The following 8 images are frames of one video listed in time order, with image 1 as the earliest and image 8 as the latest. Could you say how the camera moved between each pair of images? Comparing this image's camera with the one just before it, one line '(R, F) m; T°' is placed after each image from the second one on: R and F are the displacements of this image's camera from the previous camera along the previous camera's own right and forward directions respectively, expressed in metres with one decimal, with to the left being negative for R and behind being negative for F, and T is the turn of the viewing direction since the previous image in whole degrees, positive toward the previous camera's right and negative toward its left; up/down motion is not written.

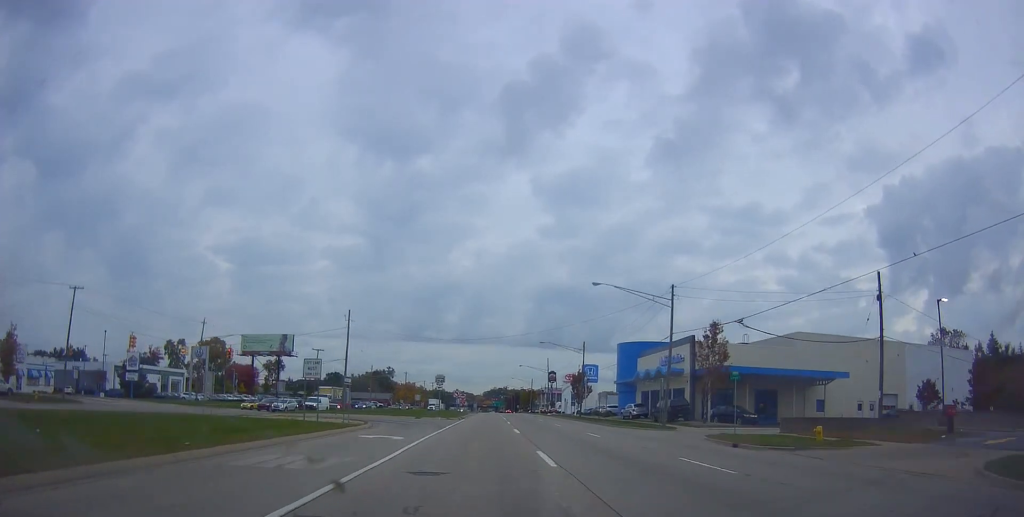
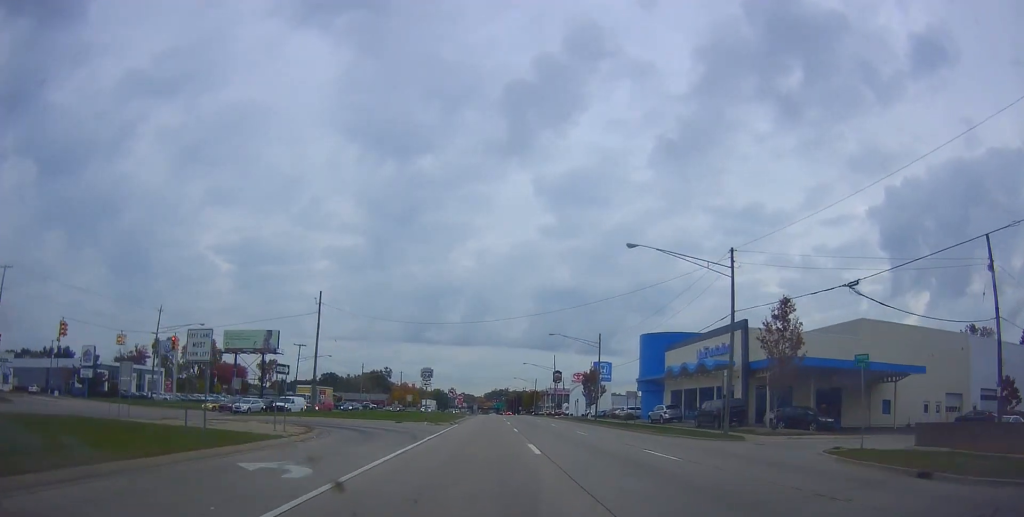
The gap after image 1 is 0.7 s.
(0.0, +11.7) m; 0°
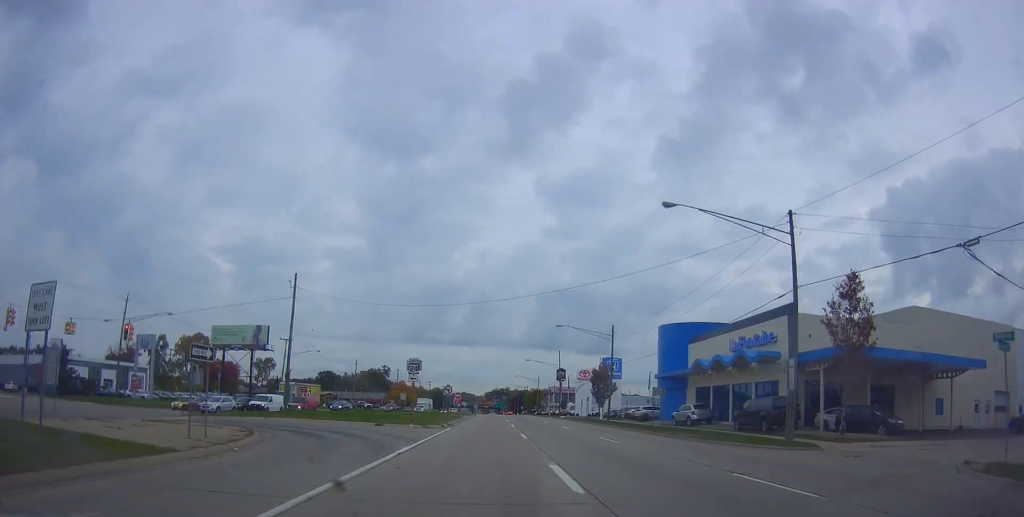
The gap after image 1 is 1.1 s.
(0.0, +7.5) m; 0°
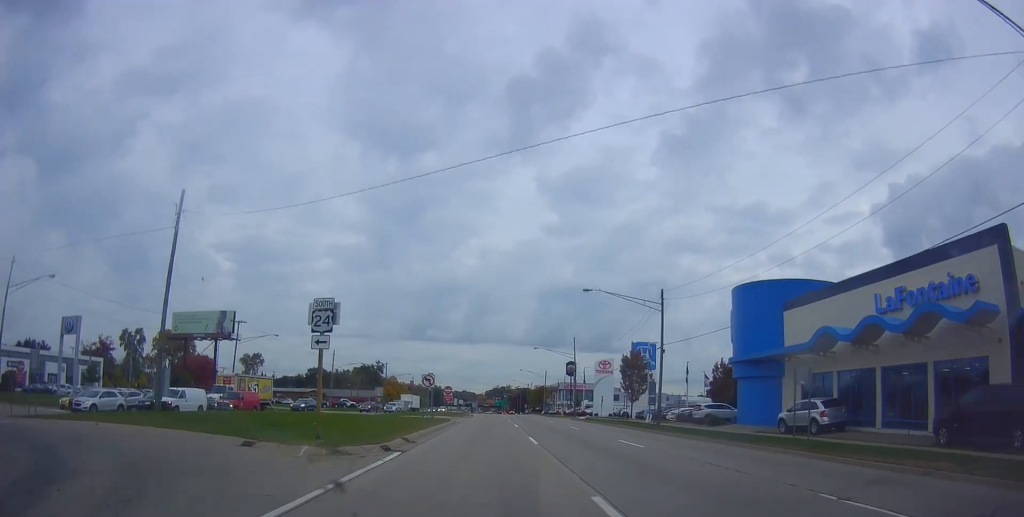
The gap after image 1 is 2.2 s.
(0.0, +19.6) m; -2°
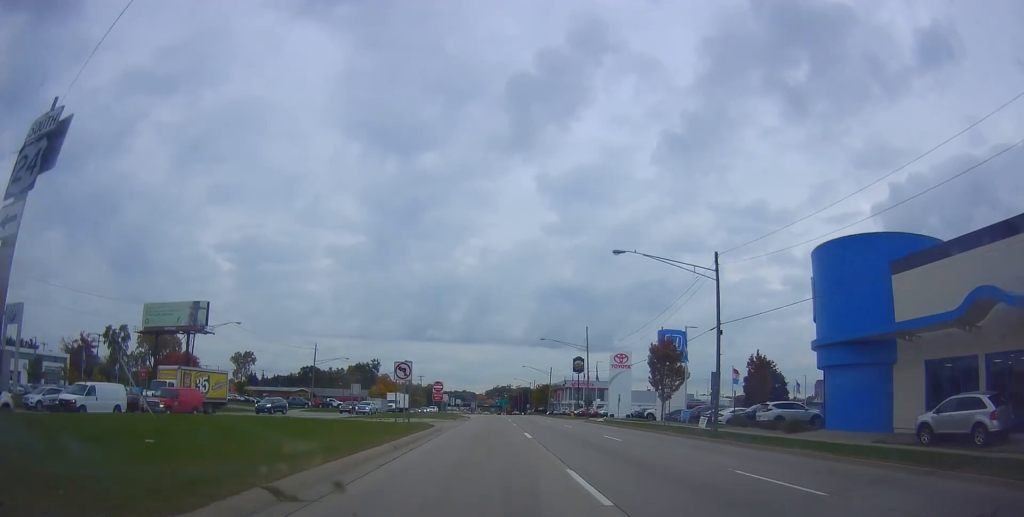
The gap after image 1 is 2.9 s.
(-0.5, +12.3) m; 0°
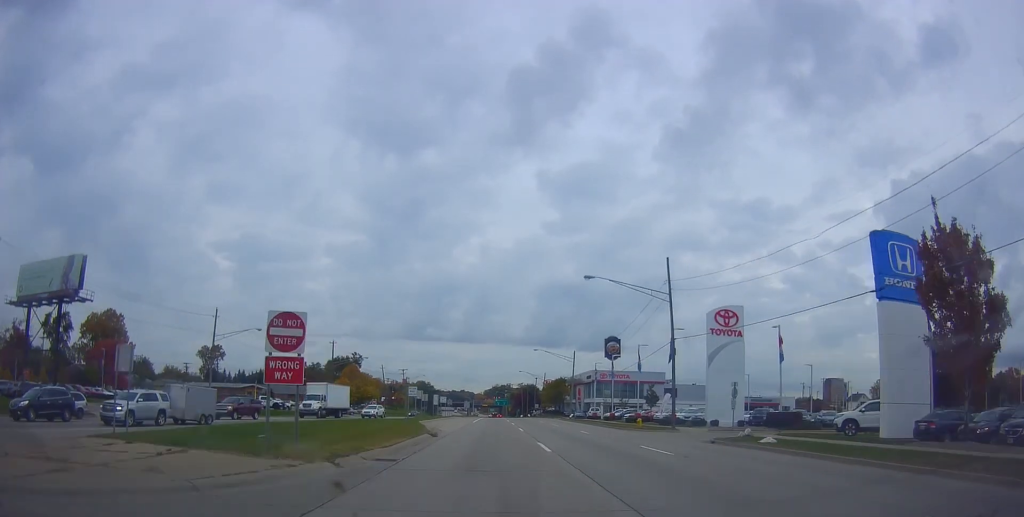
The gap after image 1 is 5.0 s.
(+1.1, +38.8) m; +2°
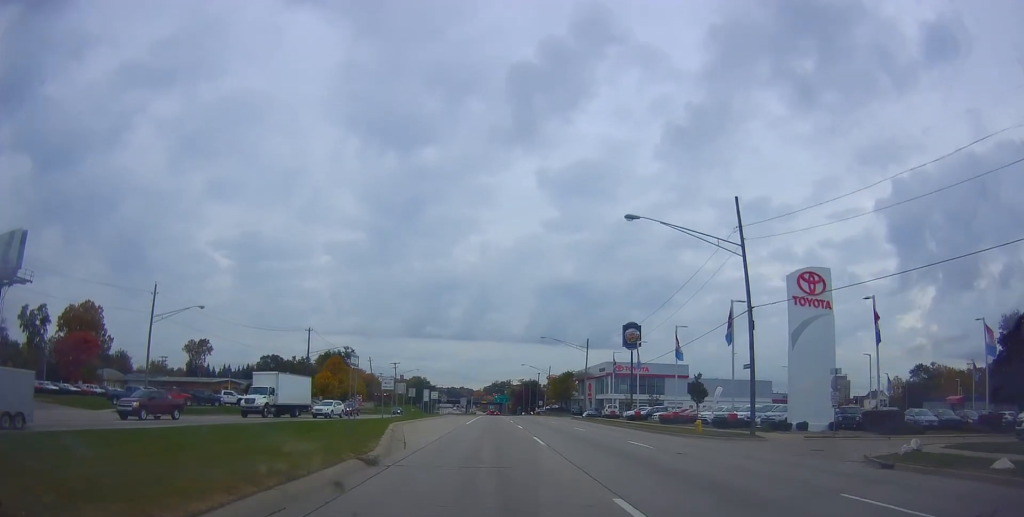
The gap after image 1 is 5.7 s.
(0.0, +13.4) m; 0°
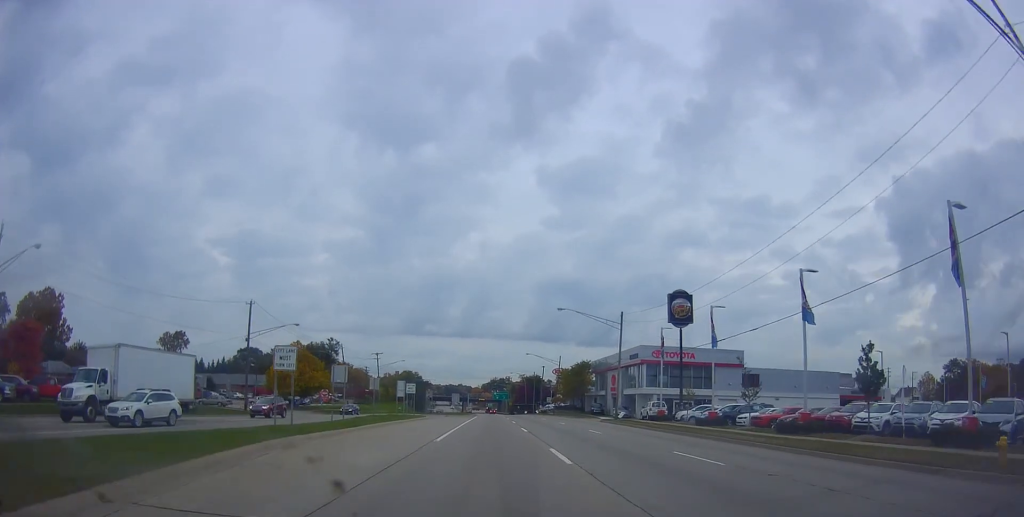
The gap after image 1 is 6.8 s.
(-0.3, +21.9) m; -1°
